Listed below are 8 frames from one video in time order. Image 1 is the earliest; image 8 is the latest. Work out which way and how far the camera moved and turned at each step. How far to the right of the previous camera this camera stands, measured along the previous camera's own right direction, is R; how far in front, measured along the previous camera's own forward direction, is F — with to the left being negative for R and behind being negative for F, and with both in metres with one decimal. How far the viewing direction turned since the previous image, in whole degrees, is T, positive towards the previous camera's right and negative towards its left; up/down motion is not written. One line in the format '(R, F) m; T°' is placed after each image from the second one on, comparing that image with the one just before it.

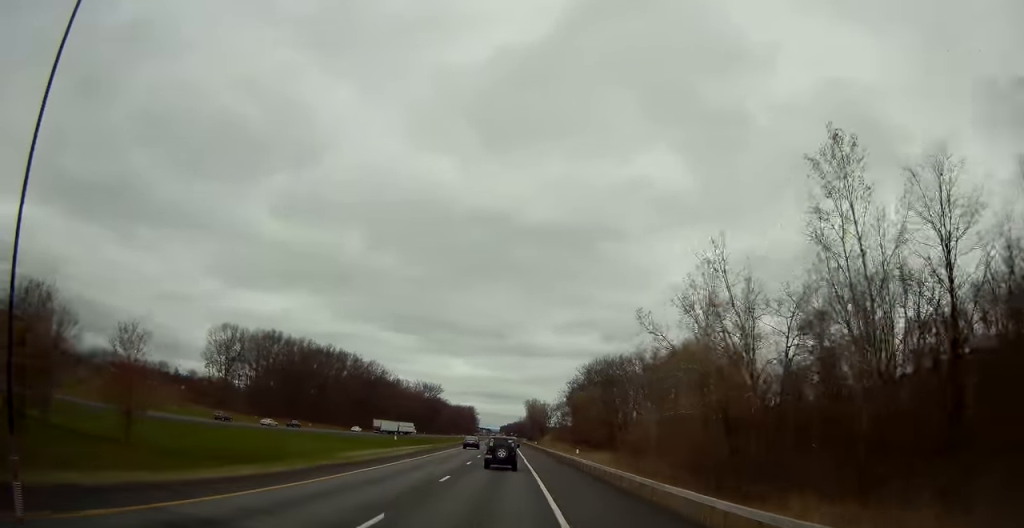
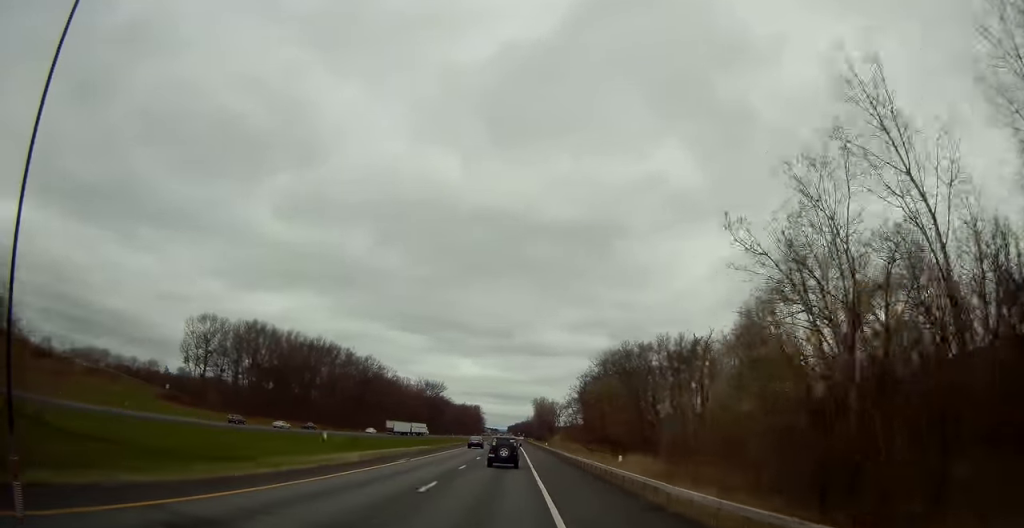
(0.0, +16.2) m; 0°
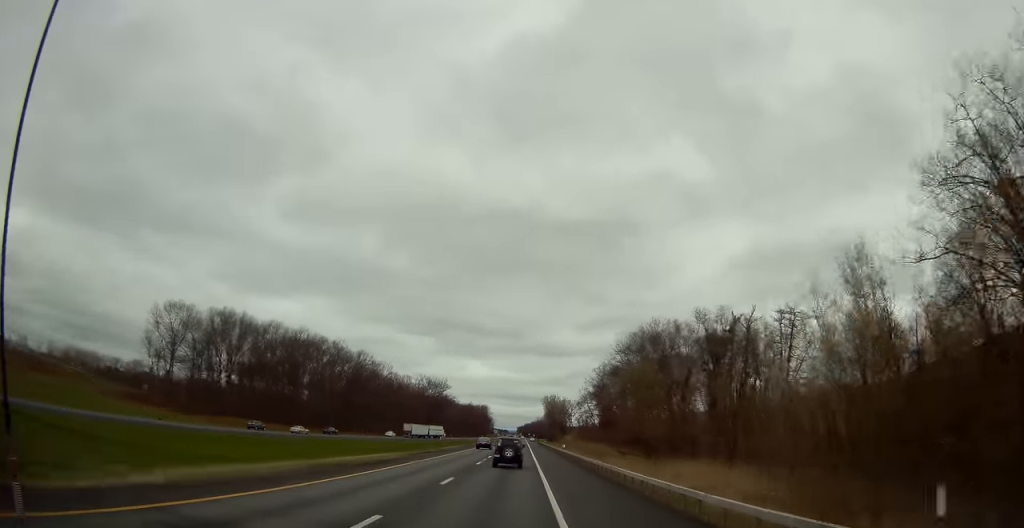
(0.0, +20.3) m; 0°
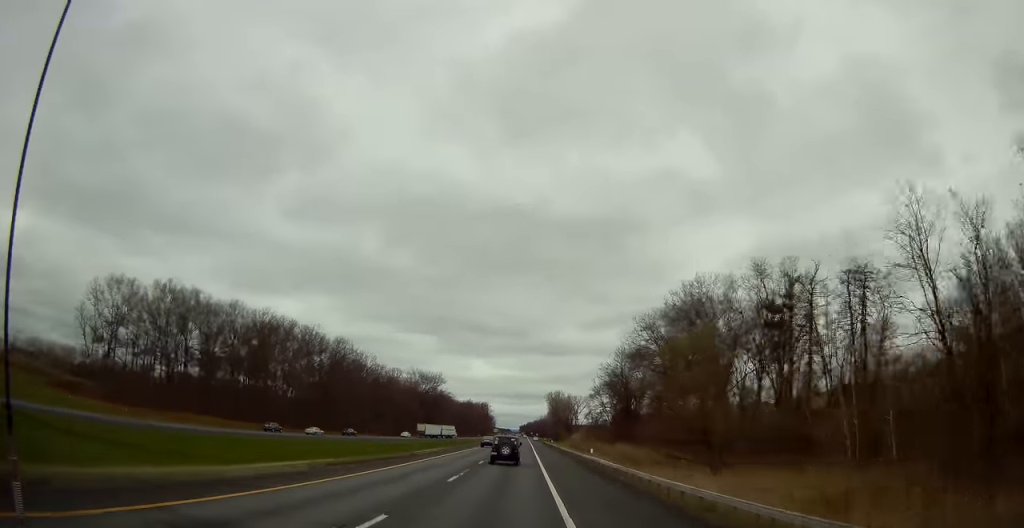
(-0.2, +24.5) m; -1°
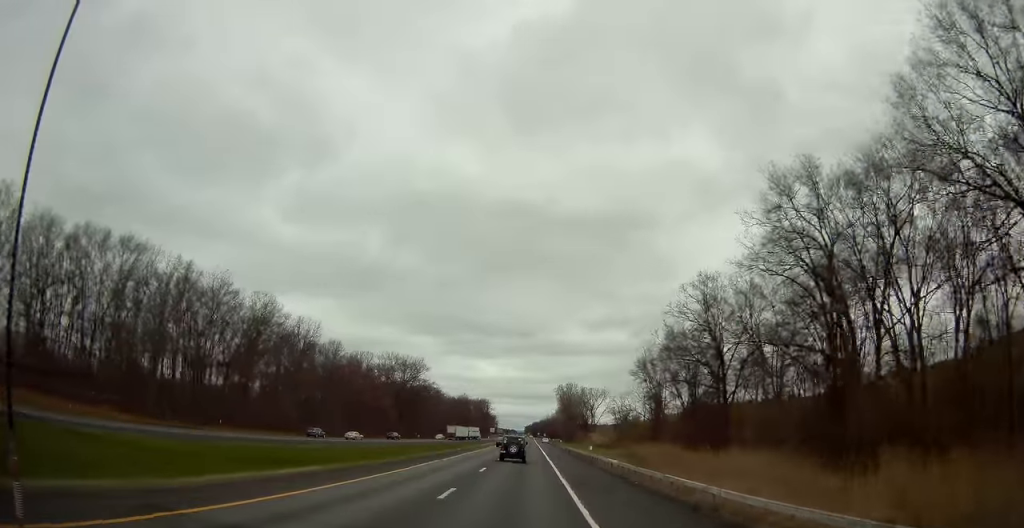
(-0.7, +53.8) m; -1°
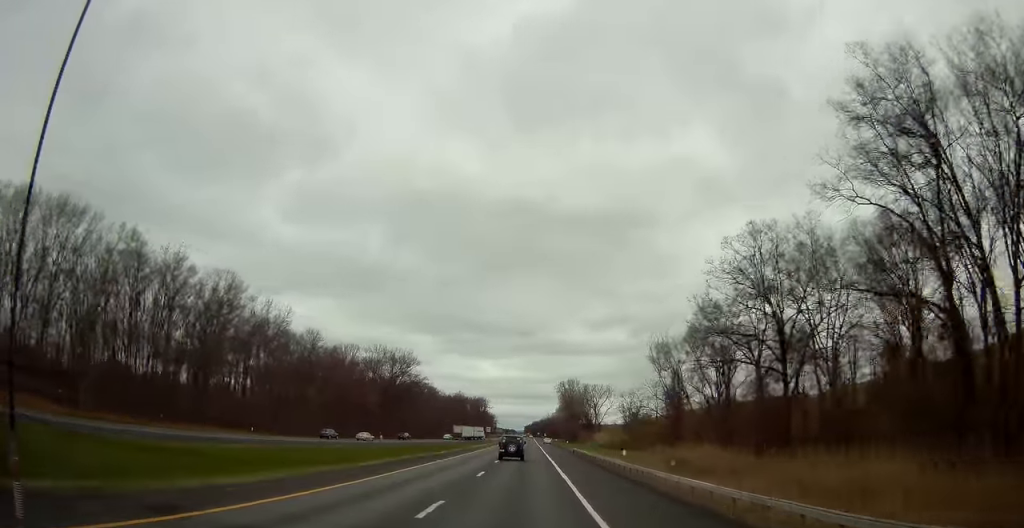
(0.0, +16.1) m; 0°
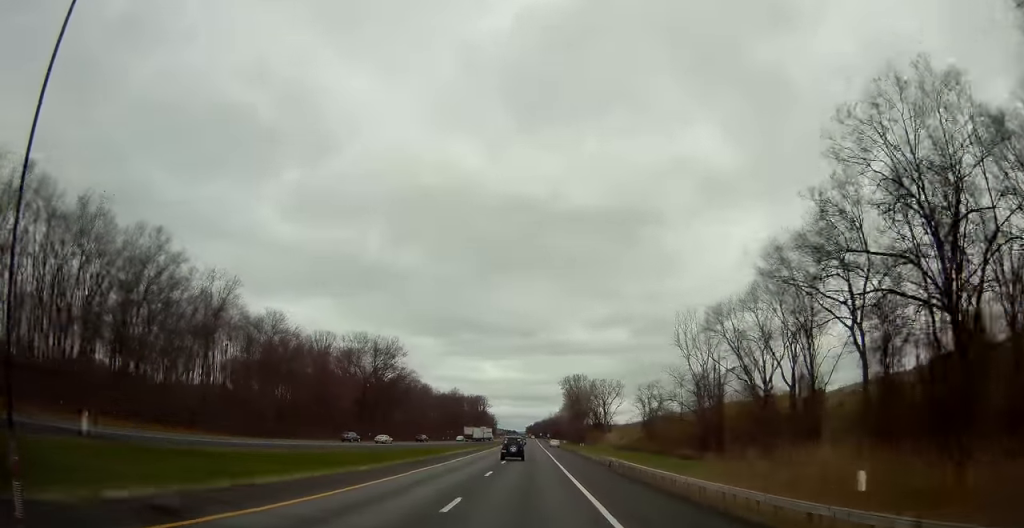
(+0.1, +23.0) m; 0°
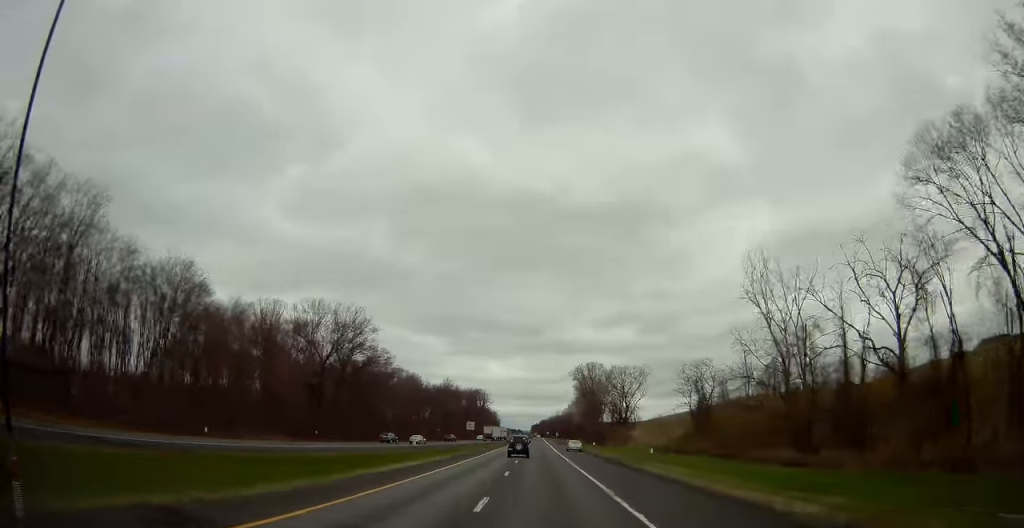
(0.0, +36.3) m; 0°
